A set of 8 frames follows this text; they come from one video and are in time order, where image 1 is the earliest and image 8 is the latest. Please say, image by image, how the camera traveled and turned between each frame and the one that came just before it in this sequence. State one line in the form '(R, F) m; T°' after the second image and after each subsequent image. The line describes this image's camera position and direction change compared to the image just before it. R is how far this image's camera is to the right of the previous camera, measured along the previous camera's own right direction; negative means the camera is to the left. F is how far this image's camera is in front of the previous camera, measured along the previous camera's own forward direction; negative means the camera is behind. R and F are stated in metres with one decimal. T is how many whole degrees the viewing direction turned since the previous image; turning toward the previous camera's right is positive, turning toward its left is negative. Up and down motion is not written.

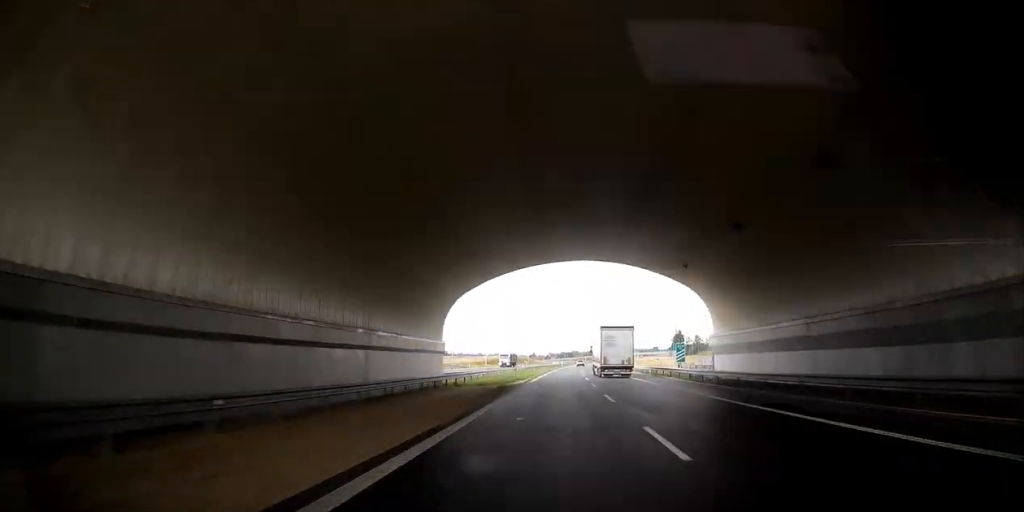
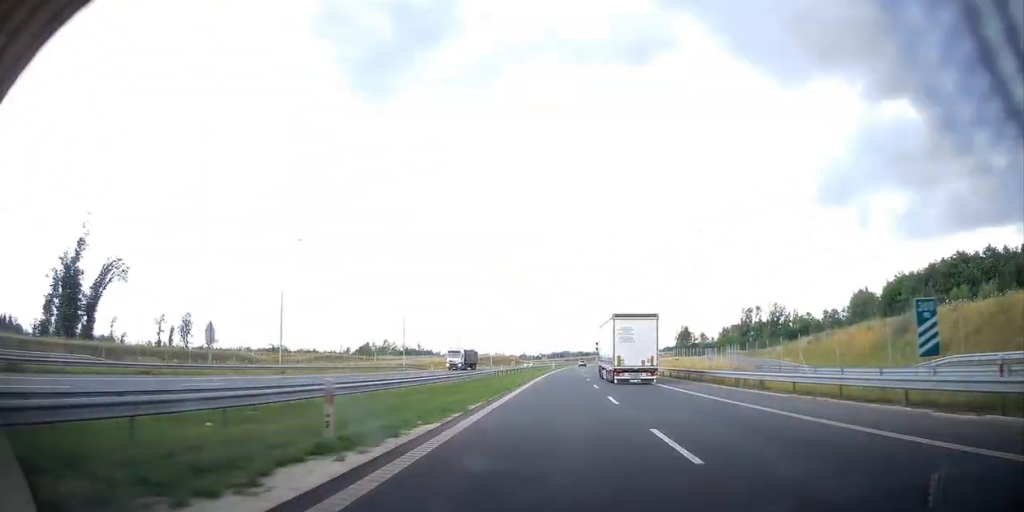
(+0.3, +35.2) m; +1°
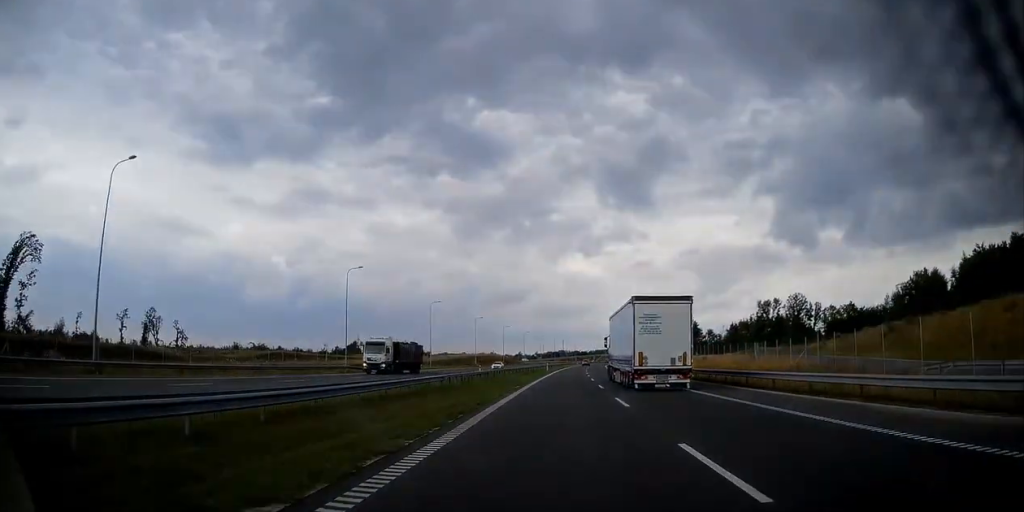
(+0.1, +25.2) m; +1°
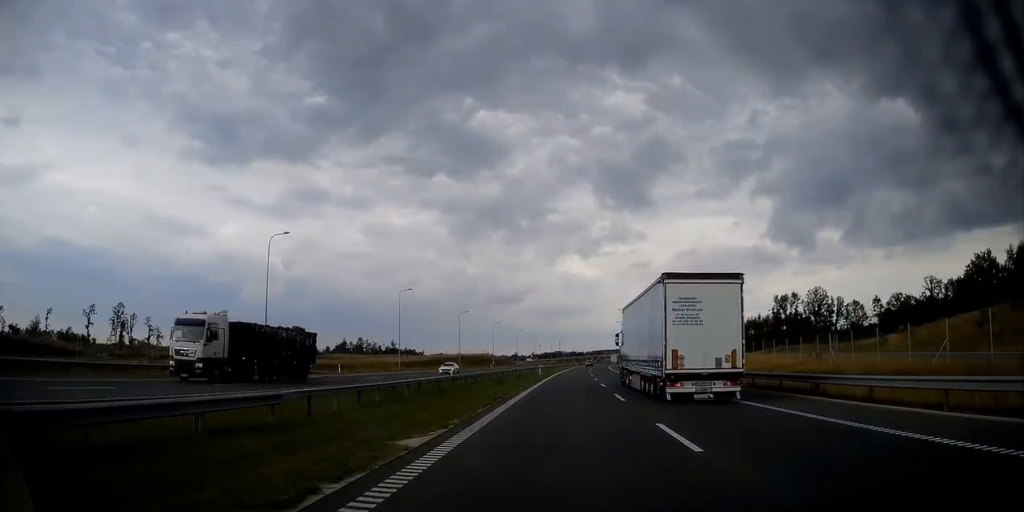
(+0.1, +20.3) m; 0°
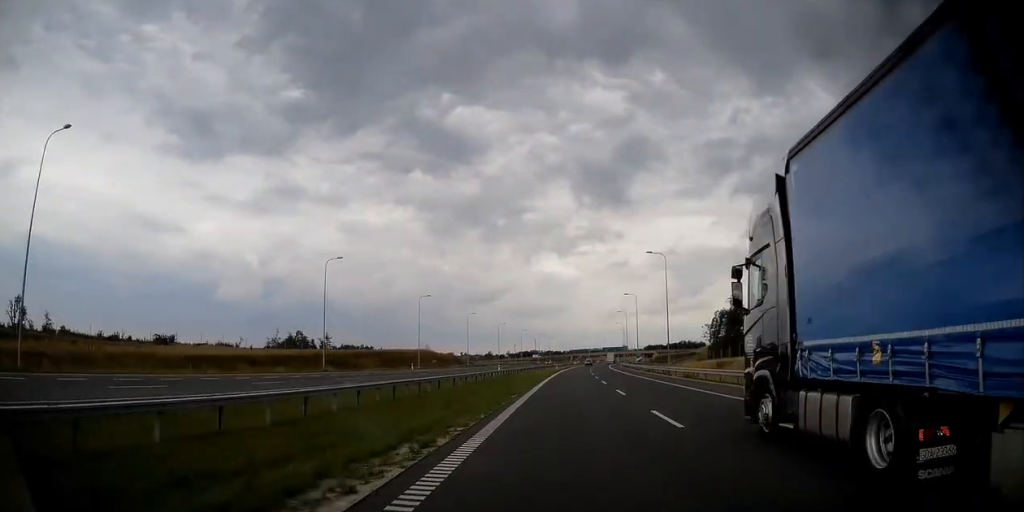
(+0.9, +68.9) m; +2°
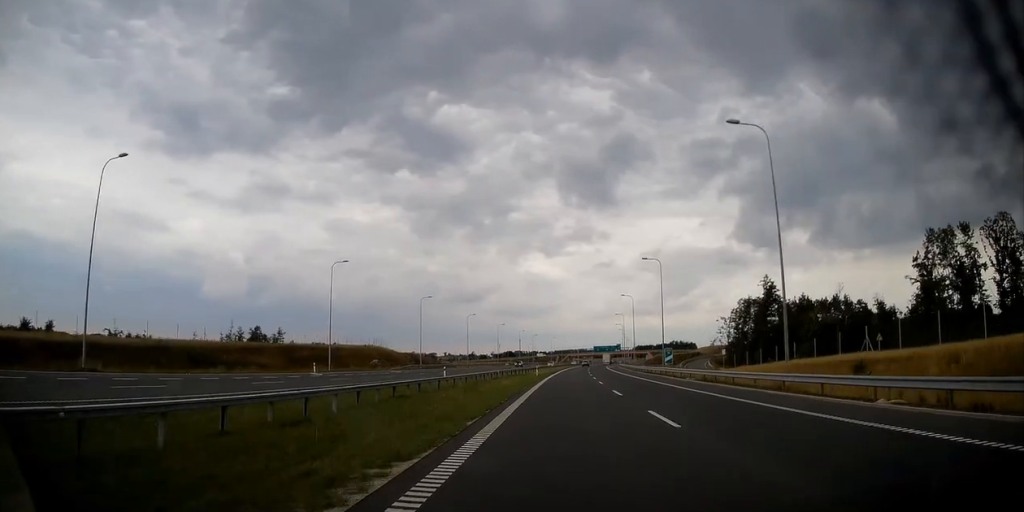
(+0.4, +35.9) m; +1°
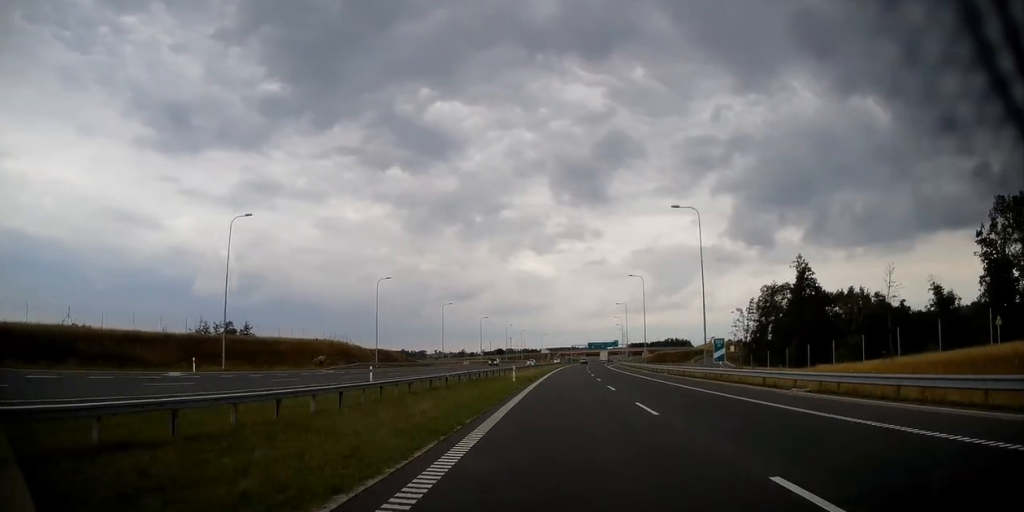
(+0.1, +21.8) m; +1°
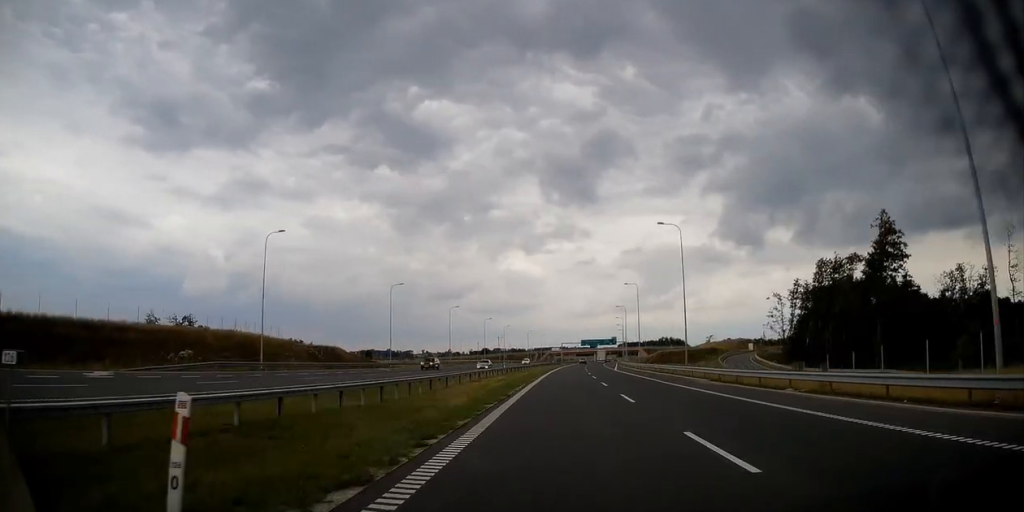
(+0.3, +31.8) m; +1°
